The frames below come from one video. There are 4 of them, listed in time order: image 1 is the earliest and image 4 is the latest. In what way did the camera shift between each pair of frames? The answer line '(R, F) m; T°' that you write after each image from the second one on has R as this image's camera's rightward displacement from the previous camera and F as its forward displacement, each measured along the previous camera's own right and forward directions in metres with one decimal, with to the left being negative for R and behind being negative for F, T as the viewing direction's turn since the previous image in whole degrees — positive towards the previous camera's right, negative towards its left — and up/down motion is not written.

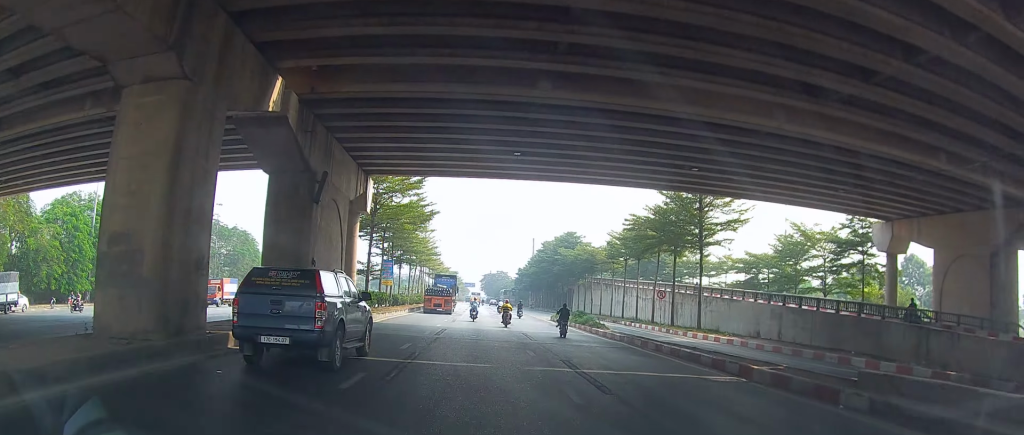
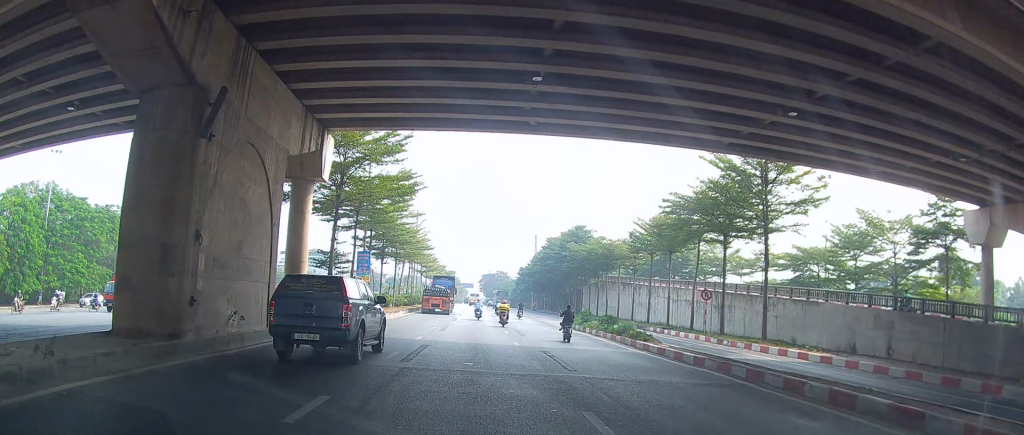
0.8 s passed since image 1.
(+0.2, +11.3) m; 0°
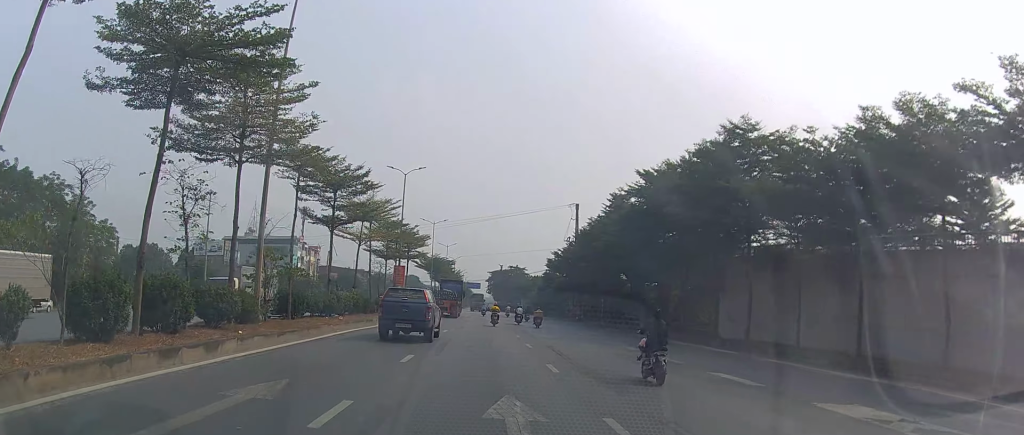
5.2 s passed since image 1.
(-2.0, +55.5) m; +2°
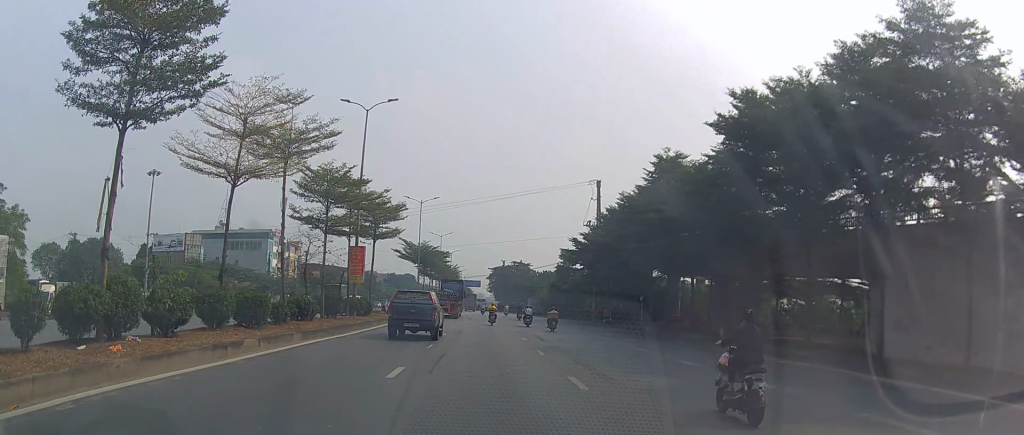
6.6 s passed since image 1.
(-1.1, +19.1) m; -5°
